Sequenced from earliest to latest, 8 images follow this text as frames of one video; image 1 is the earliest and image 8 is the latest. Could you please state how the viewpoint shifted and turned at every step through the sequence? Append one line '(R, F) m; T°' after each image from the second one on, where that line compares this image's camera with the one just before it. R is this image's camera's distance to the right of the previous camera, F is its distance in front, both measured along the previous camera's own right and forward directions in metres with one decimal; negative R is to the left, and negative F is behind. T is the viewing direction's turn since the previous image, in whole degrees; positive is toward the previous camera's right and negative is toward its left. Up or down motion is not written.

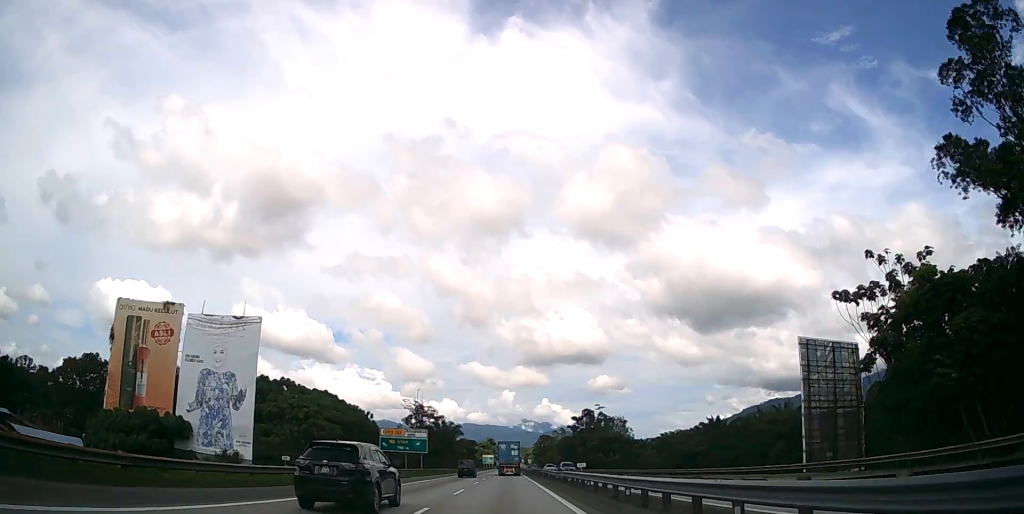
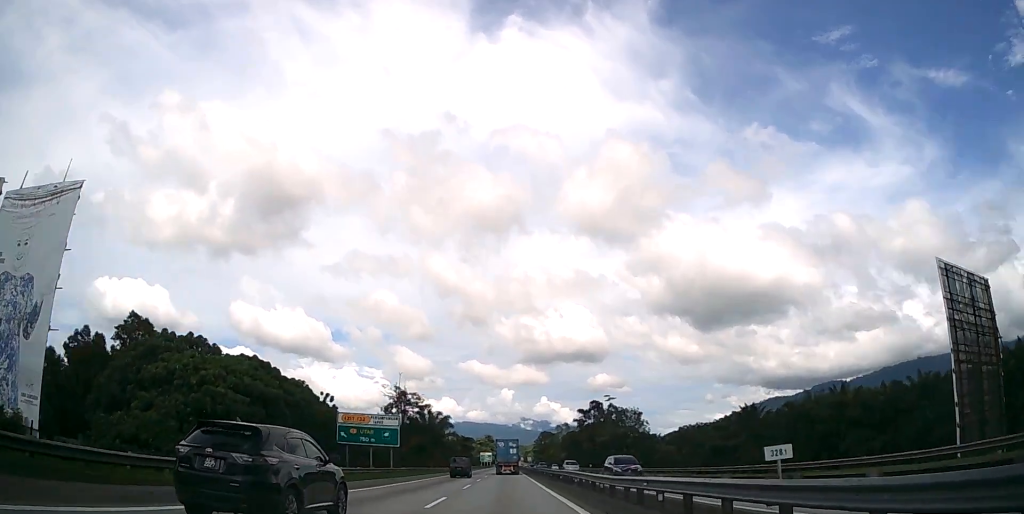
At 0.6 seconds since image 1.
(0.0, +19.7) m; 0°
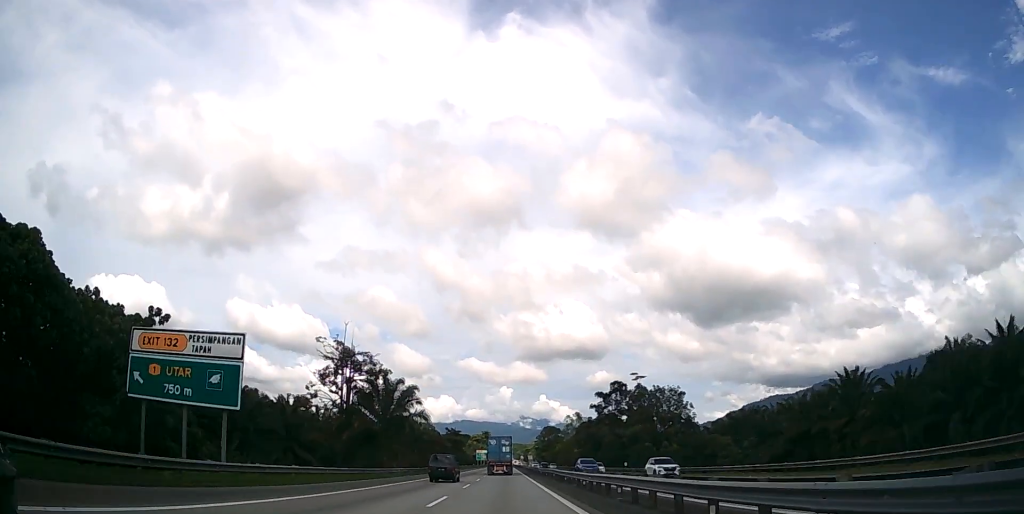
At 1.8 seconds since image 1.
(-0.1, +35.6) m; 0°
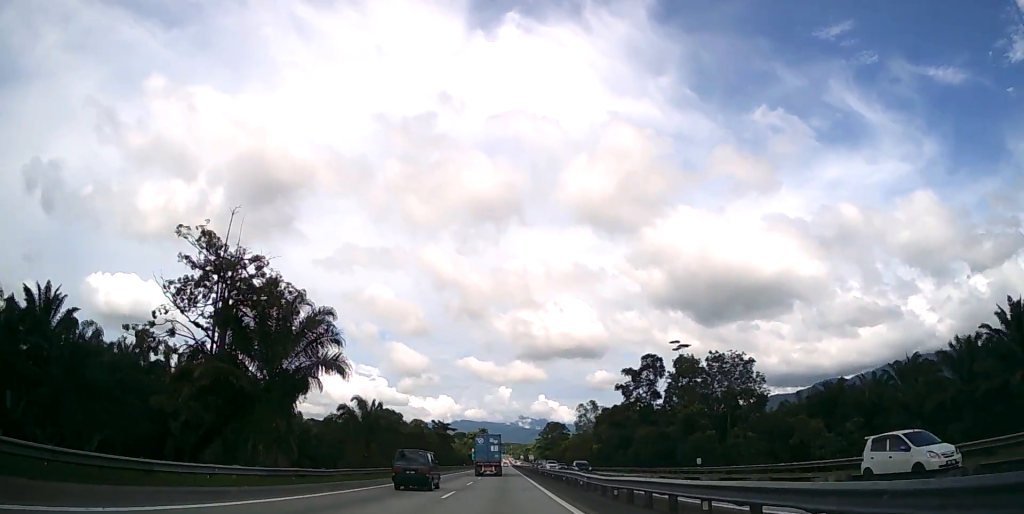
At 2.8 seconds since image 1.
(+0.1, +32.0) m; 0°
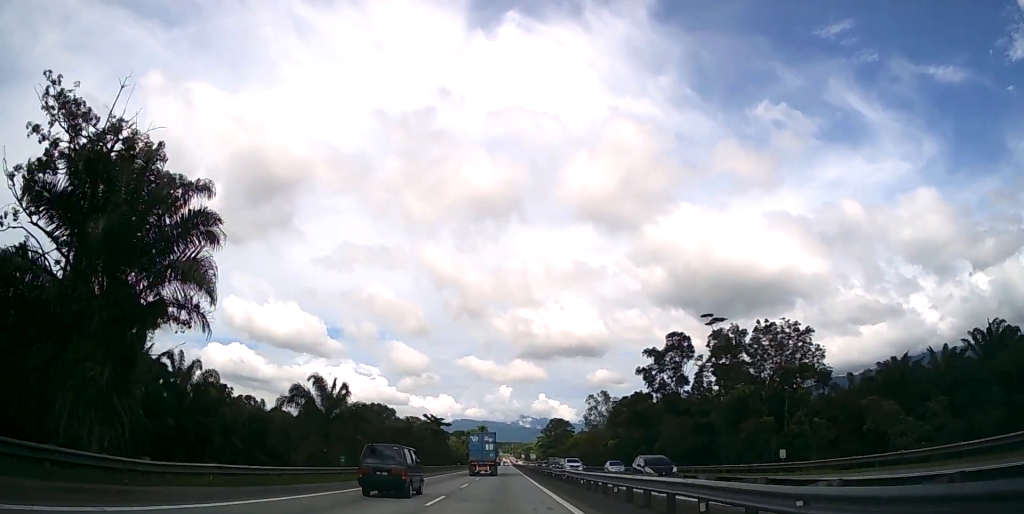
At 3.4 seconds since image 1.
(0.0, +16.0) m; 0°
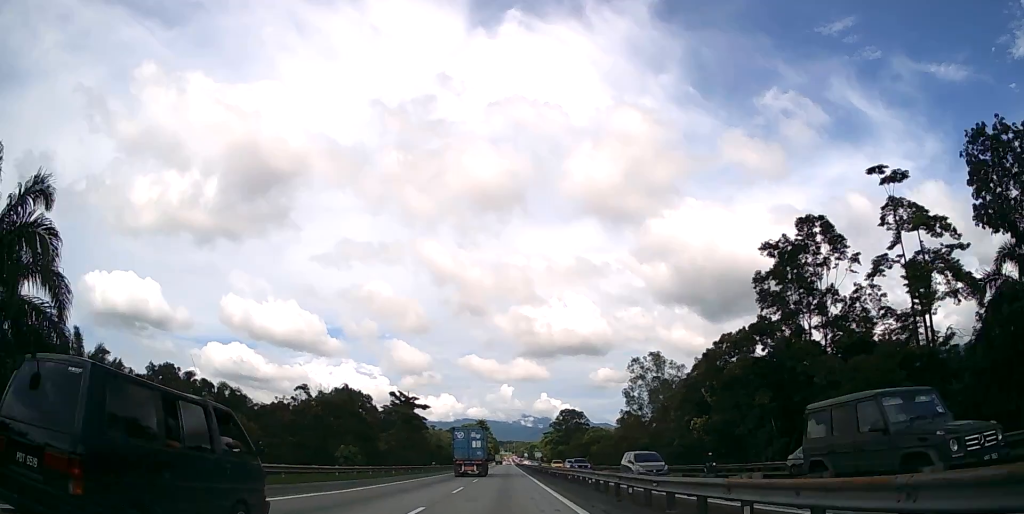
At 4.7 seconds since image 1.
(0.0, +41.8) m; 0°
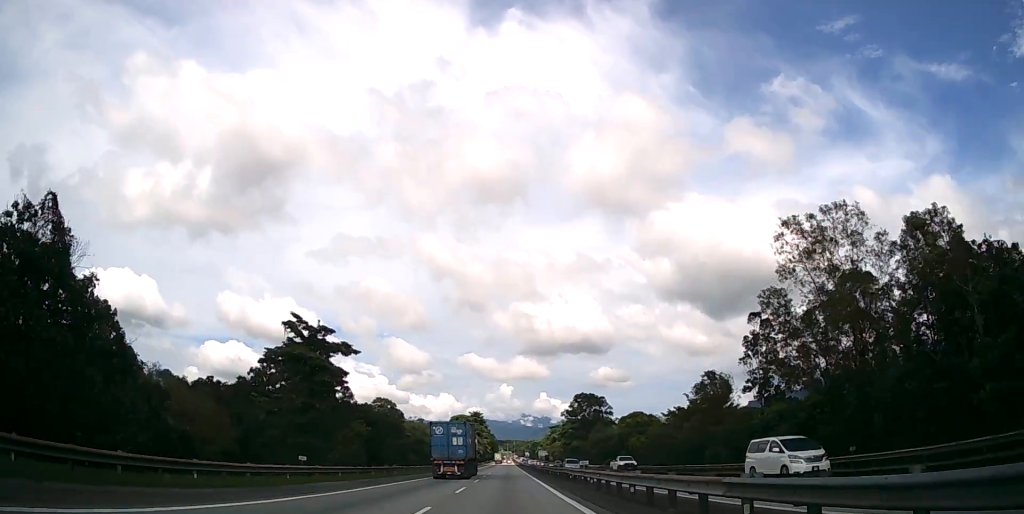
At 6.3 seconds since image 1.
(-0.1, +47.9) m; 0°
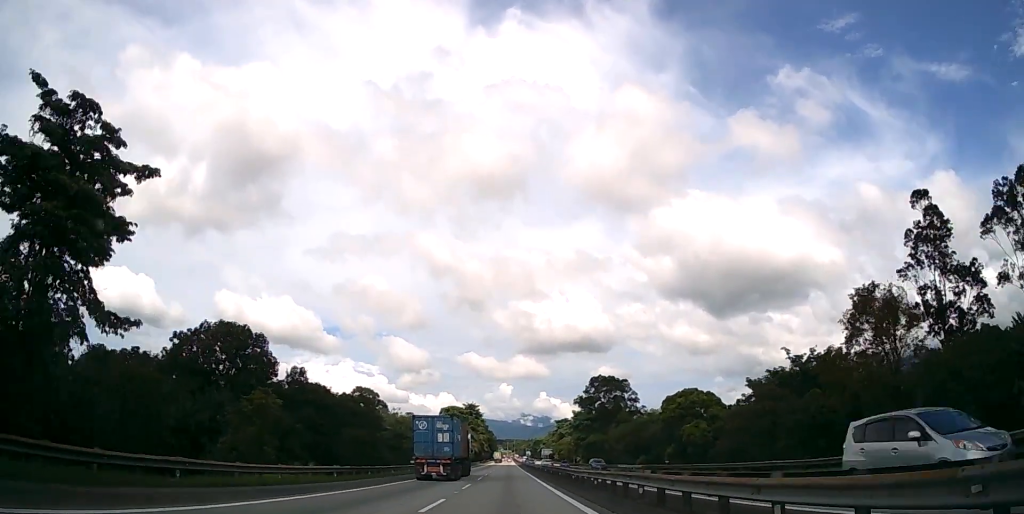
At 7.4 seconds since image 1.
(0.0, +33.1) m; 0°
